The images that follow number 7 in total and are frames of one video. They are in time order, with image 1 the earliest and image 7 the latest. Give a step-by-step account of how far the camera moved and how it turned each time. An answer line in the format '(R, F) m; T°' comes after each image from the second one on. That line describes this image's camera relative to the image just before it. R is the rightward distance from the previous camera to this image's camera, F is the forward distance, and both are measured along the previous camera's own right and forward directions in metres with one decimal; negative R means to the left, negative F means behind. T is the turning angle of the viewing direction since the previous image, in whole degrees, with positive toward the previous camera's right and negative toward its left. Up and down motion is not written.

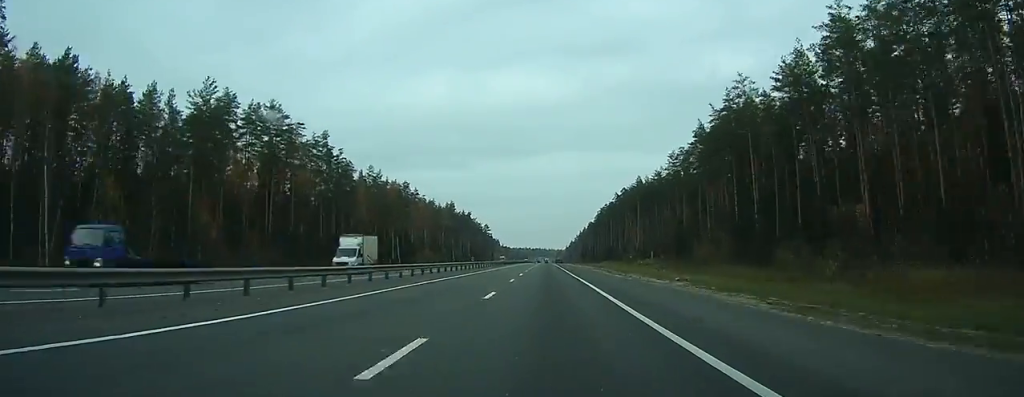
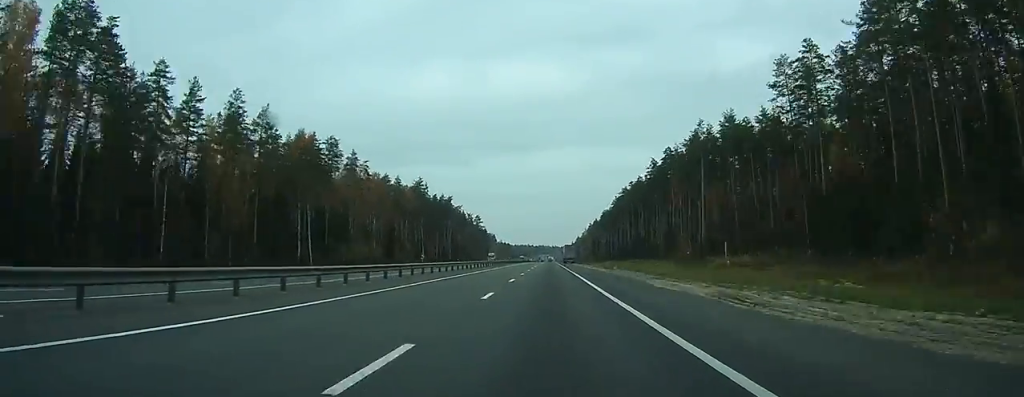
(-0.3, +71.9) m; 0°
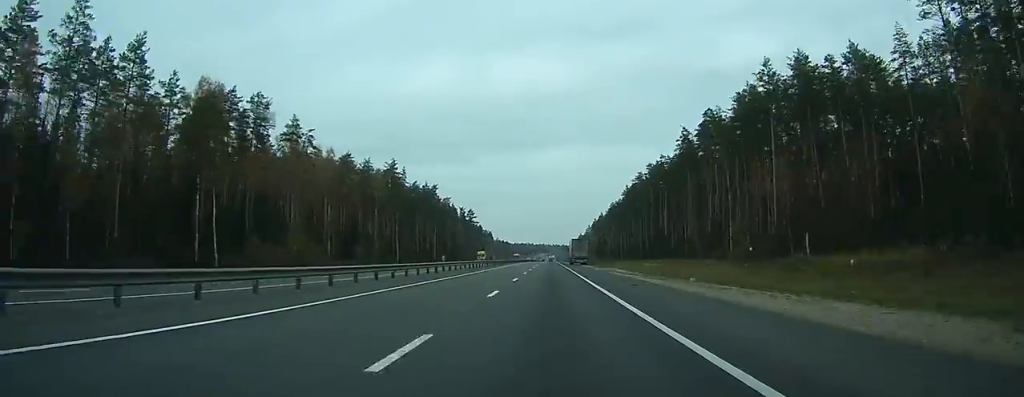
(-0.2, +34.1) m; 0°
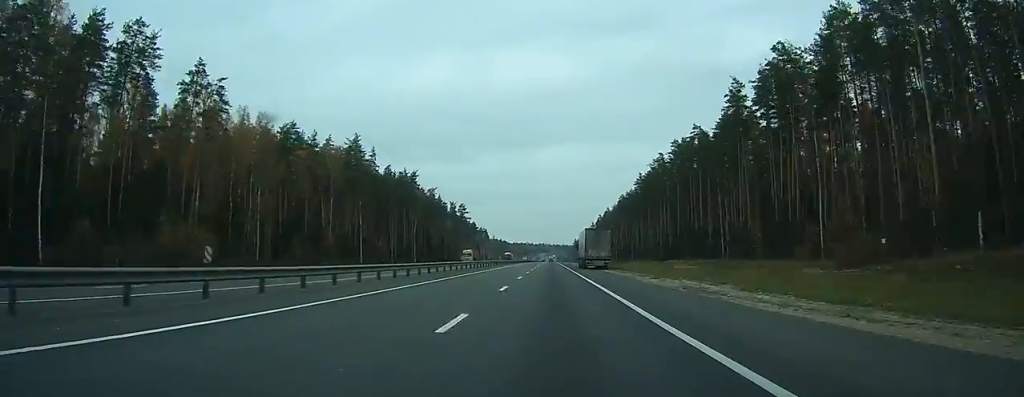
(+0.1, +31.0) m; 0°
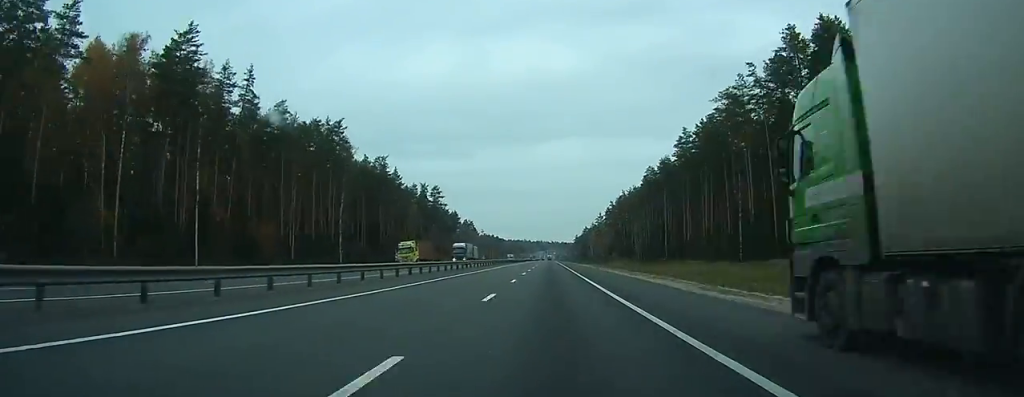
(+0.1, +63.9) m; 0°
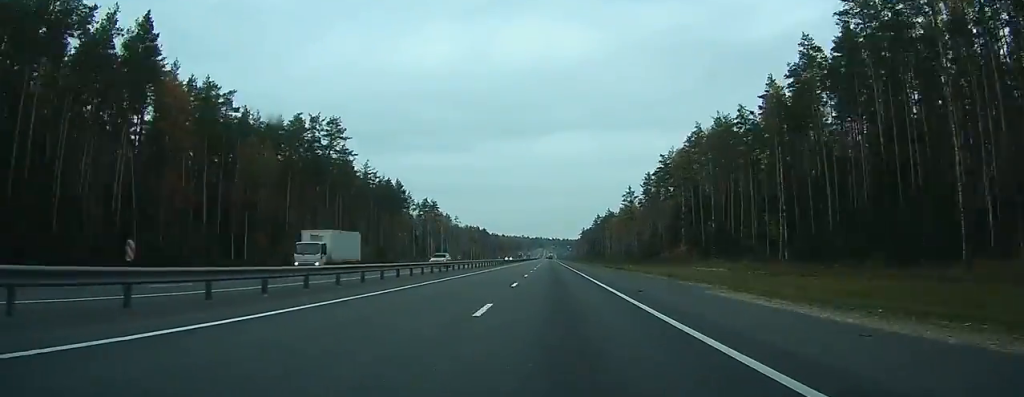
(0.0, +116.6) m; 0°
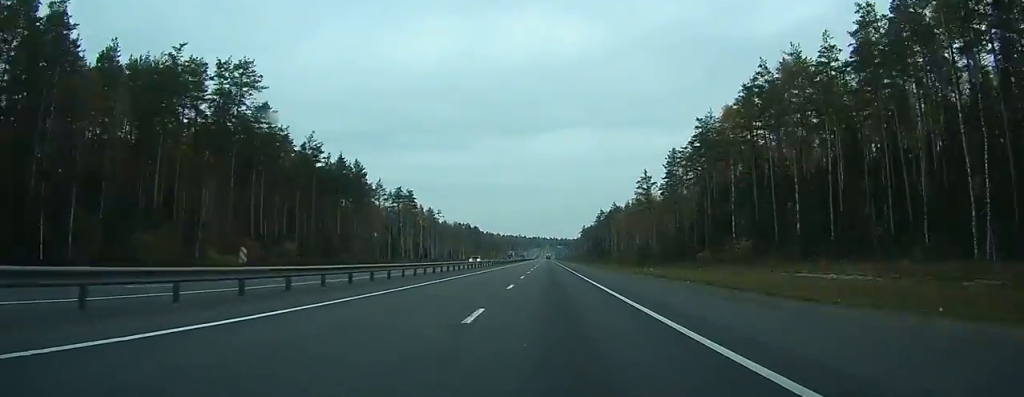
(+0.1, +39.8) m; 0°
